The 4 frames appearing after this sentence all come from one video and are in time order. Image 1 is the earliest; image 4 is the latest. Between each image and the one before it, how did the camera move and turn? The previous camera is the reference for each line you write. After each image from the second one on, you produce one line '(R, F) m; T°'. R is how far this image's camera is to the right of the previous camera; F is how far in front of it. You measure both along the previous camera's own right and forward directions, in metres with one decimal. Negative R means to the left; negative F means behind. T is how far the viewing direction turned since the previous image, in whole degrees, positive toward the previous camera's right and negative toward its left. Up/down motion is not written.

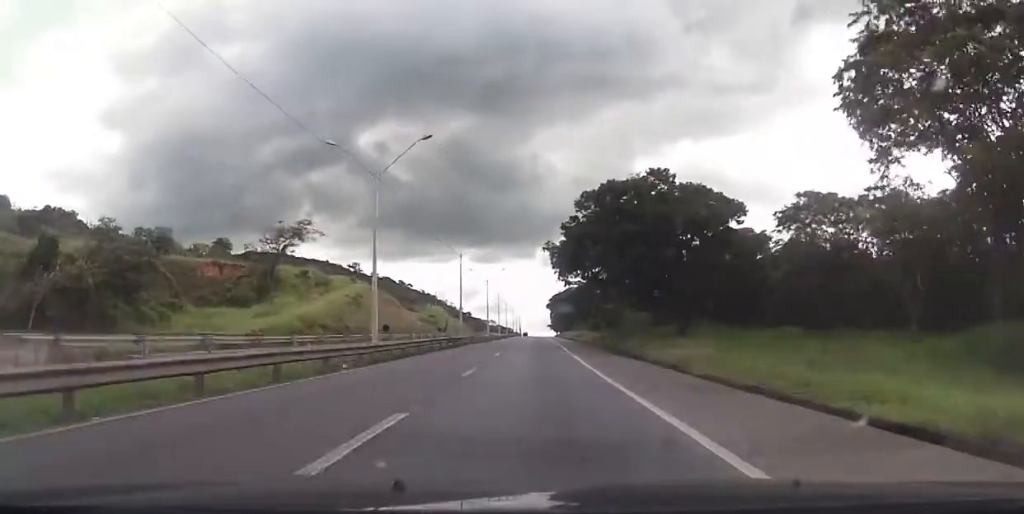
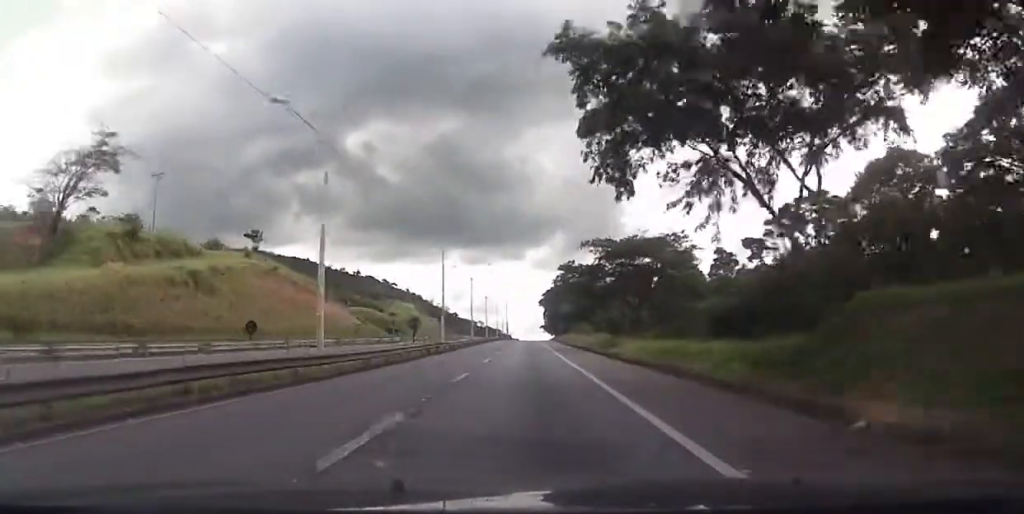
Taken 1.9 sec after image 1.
(+1.1, +48.4) m; +2°
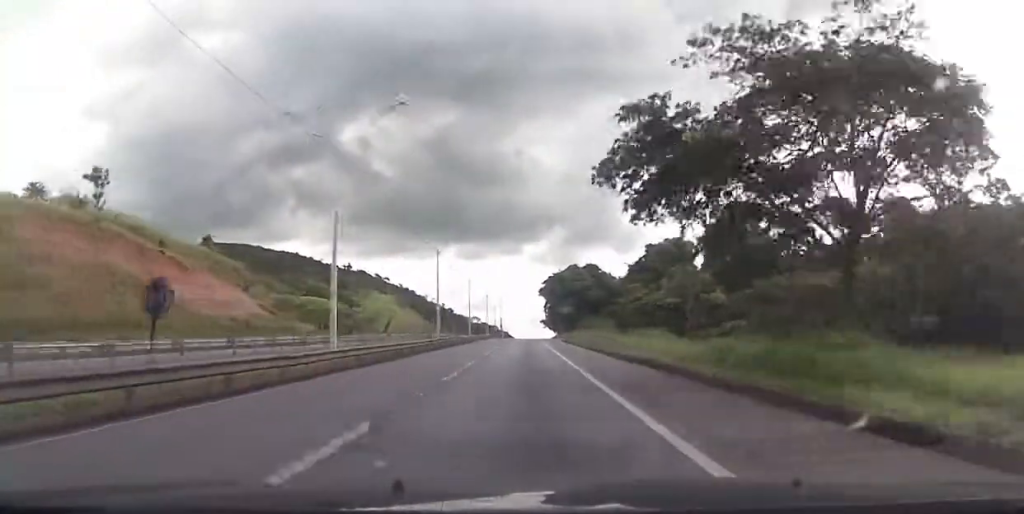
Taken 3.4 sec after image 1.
(-0.2, +37.7) m; 0°
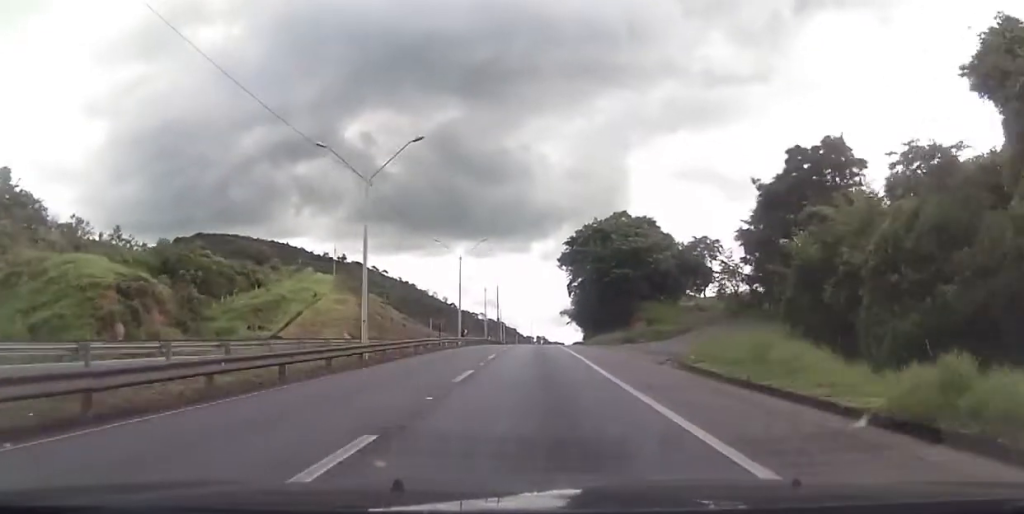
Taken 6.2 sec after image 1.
(-0.3, +73.8) m; -1°
